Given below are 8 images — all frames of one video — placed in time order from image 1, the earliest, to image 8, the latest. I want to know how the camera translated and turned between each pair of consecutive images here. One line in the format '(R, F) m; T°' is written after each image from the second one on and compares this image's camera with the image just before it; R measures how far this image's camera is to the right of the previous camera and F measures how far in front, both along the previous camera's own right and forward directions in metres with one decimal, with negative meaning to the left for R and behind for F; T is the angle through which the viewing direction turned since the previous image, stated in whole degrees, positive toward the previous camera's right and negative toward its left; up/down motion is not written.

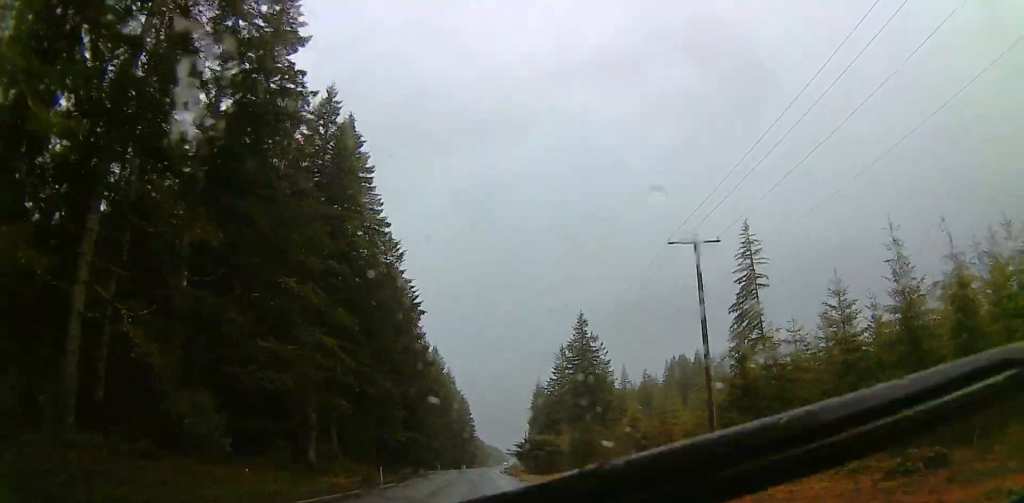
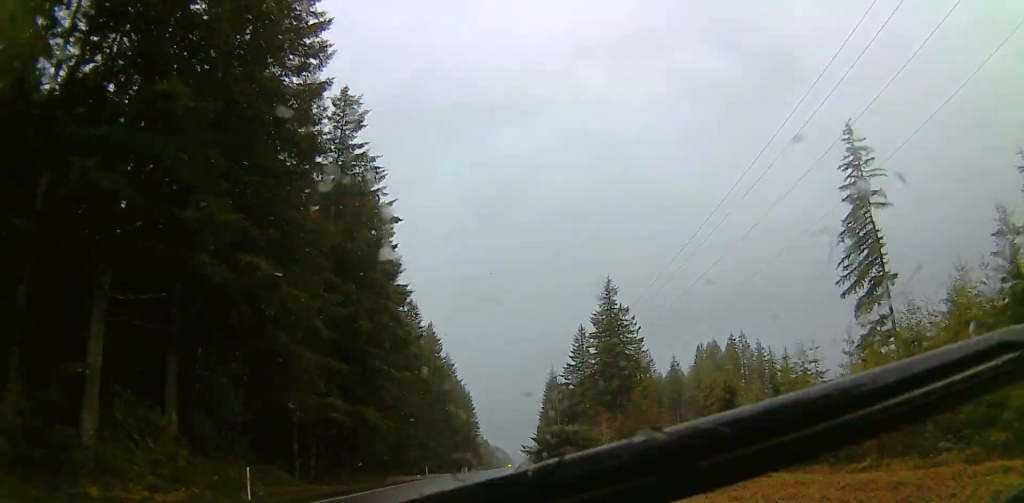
(-0.2, +39.6) m; 0°
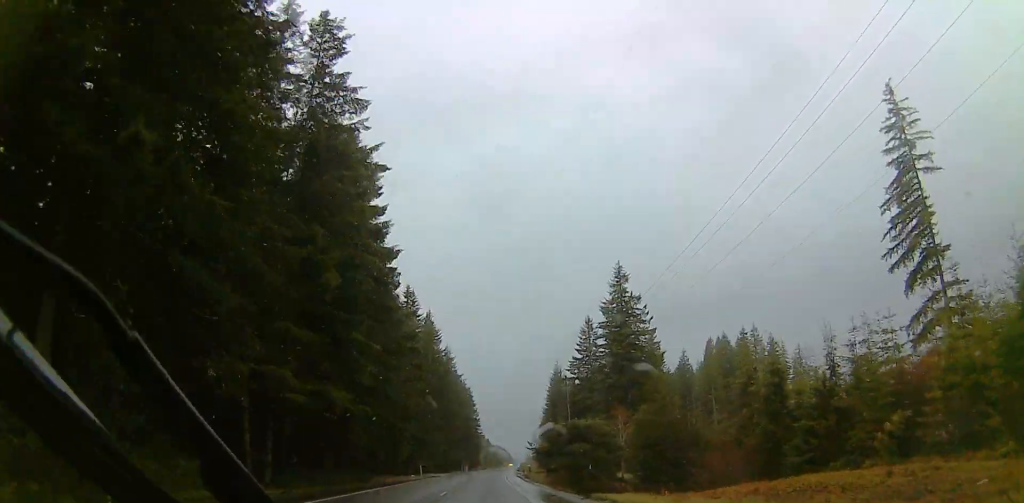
(0.0, +10.8) m; 0°
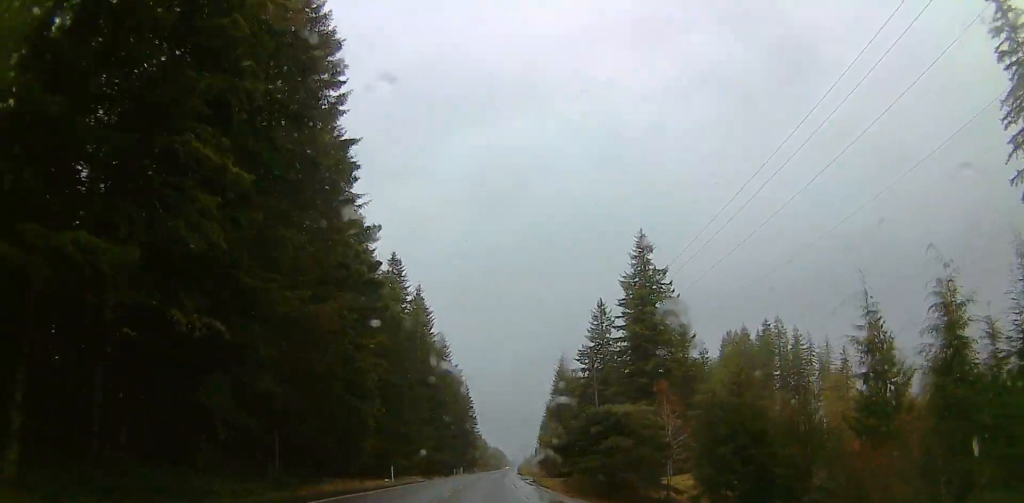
(-0.1, +20.2) m; 0°
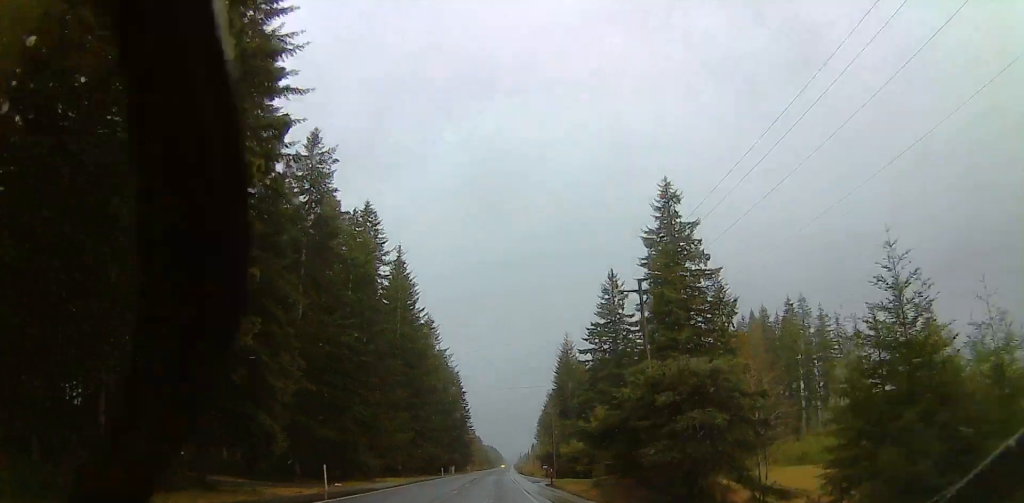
(+0.1, +20.8) m; 0°
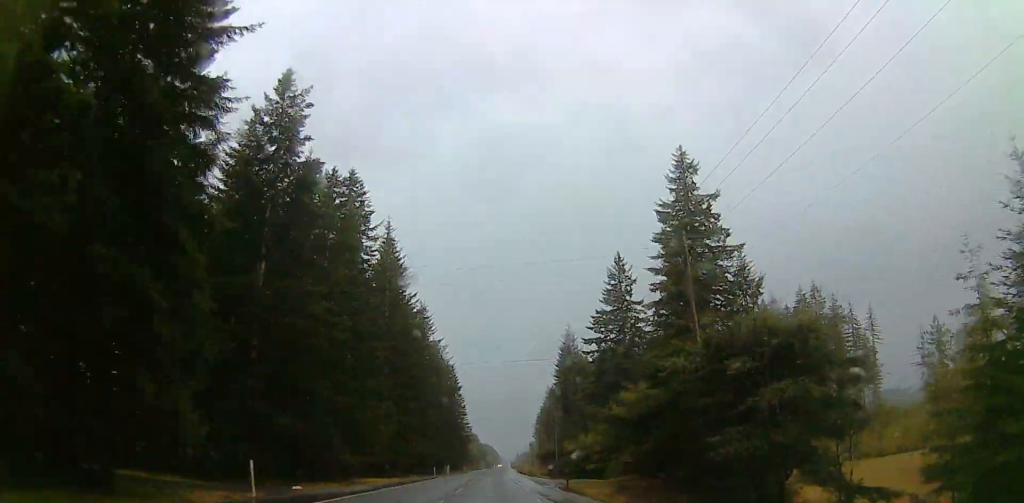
(0.0, +10.8) m; 0°
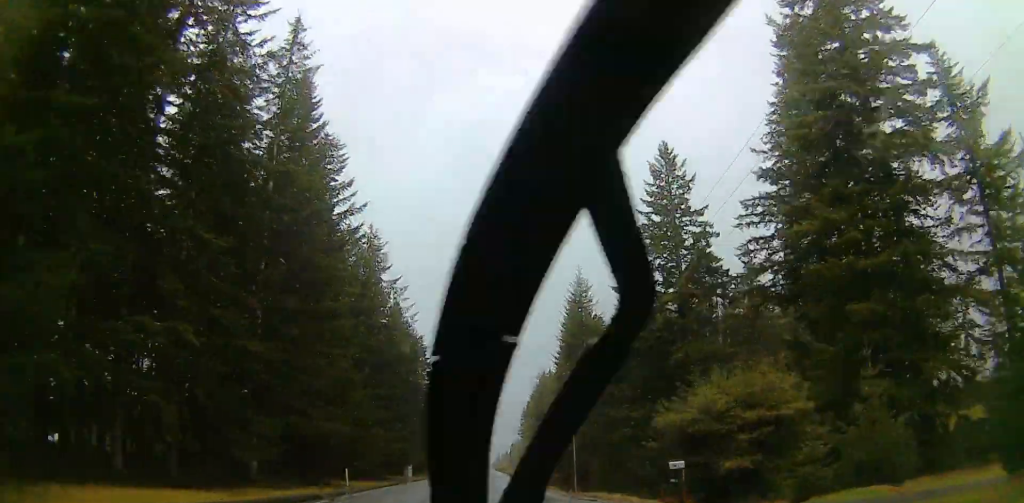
(-0.3, +54.1) m; 0°
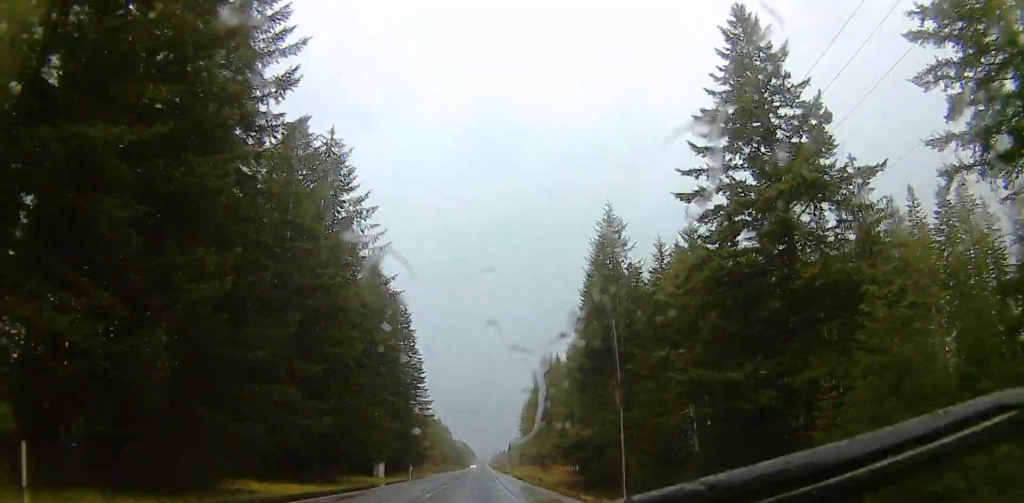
(+0.8, +34.4) m; +3°
